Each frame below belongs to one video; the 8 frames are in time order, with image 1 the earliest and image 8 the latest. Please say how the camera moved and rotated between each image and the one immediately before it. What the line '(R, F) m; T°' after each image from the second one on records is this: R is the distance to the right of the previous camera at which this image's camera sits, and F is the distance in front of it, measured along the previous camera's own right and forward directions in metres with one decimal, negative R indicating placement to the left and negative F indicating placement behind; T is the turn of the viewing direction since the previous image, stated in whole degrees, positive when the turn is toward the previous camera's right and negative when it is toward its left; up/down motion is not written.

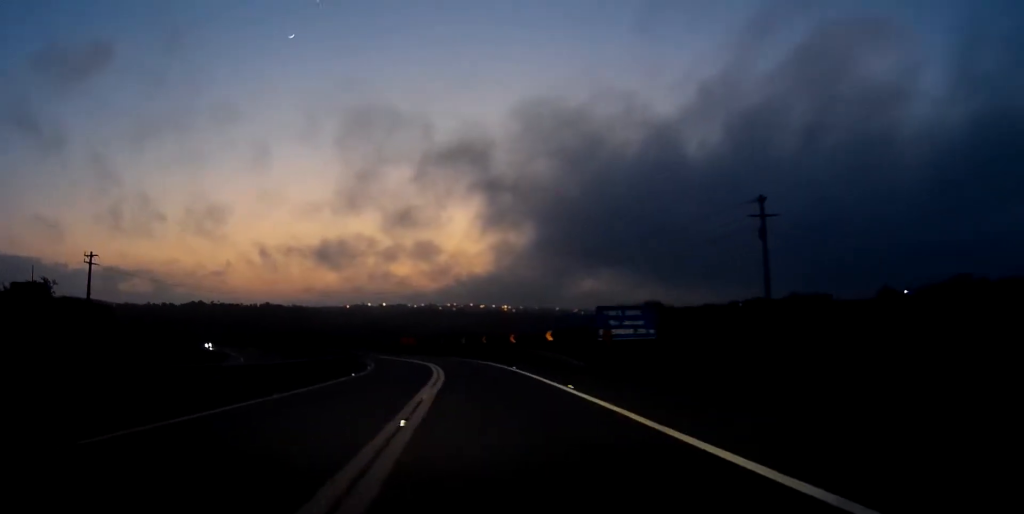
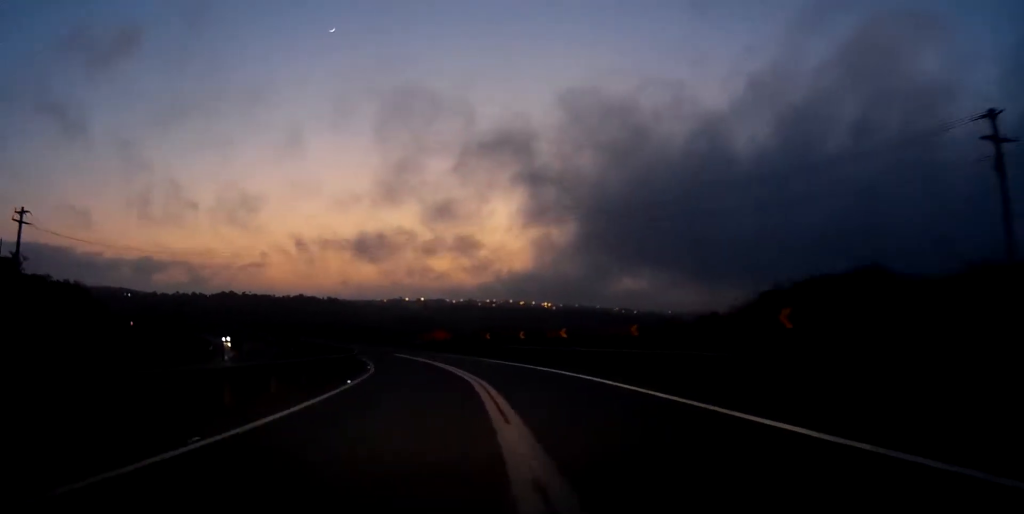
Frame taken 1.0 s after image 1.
(-0.7, +26.0) m; -3°
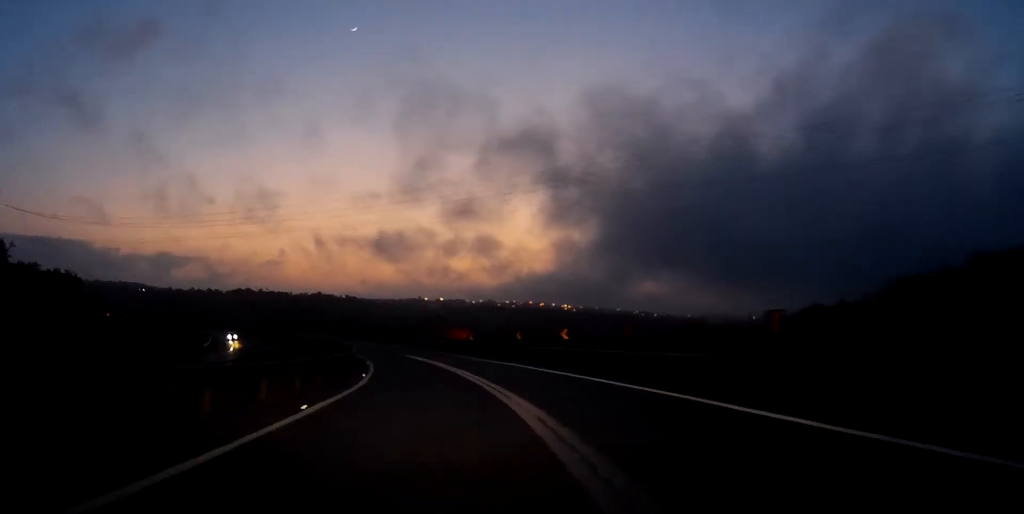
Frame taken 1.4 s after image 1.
(-0.1, +10.7) m; -2°
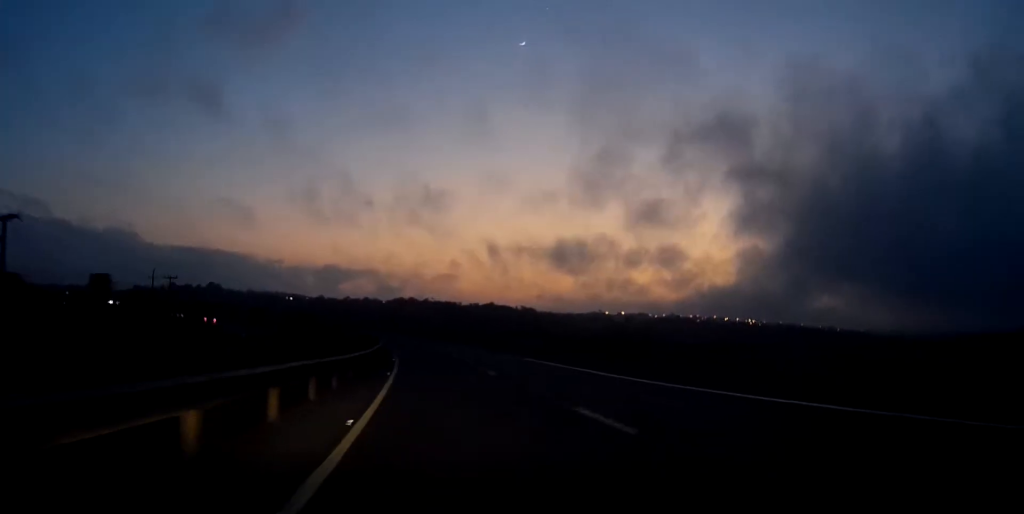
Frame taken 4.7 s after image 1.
(-10.5, +88.0) m; -13°
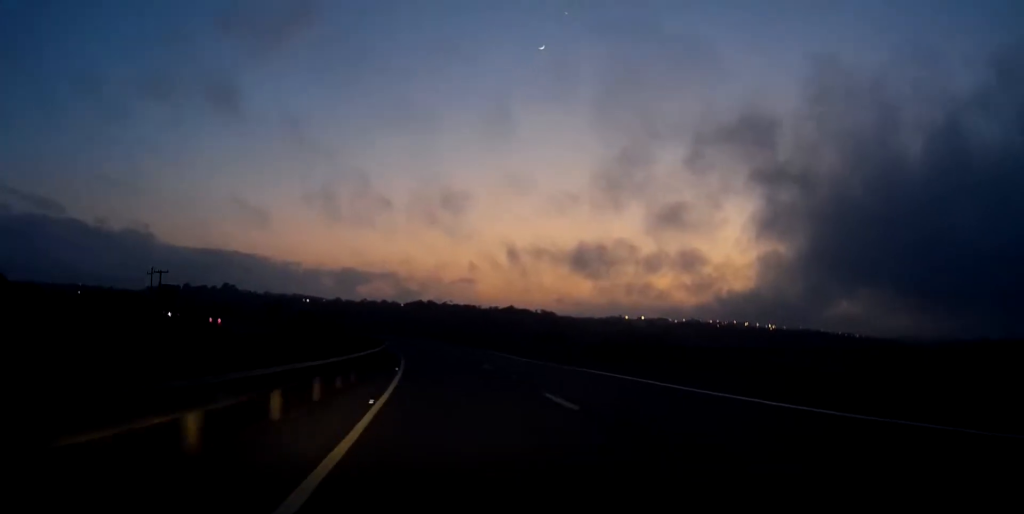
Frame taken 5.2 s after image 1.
(-0.2, +12.1) m; -1°
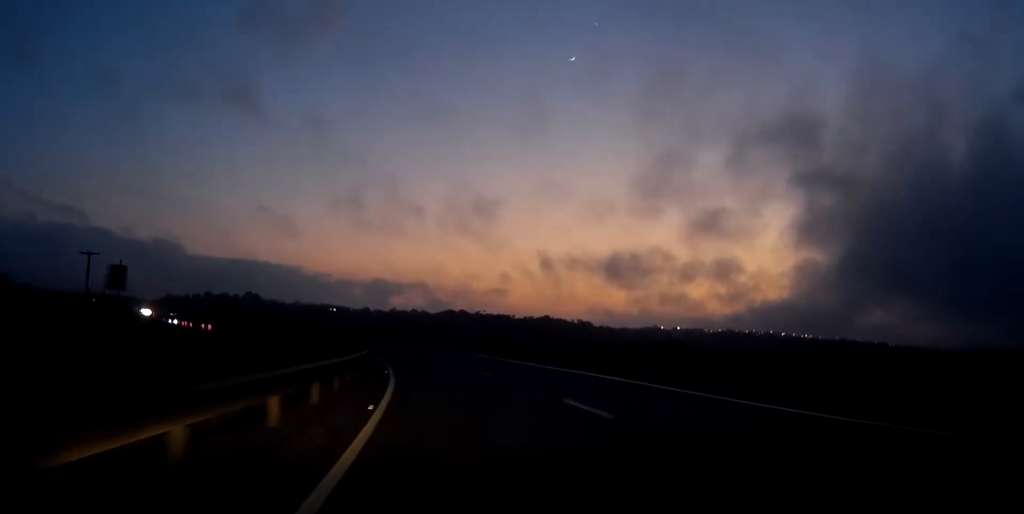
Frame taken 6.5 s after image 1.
(-1.0, +33.0) m; -3°
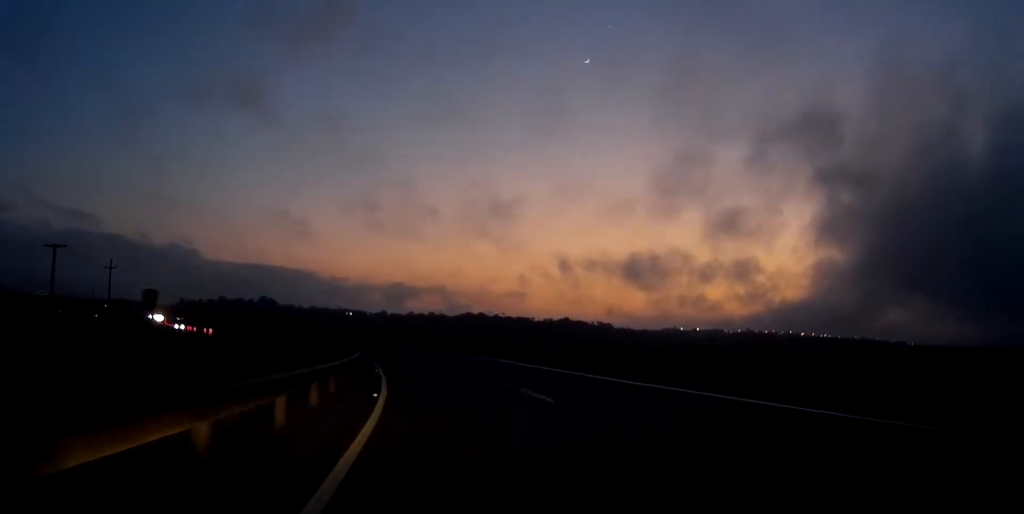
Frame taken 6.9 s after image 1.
(-0.1, +11.3) m; -1°
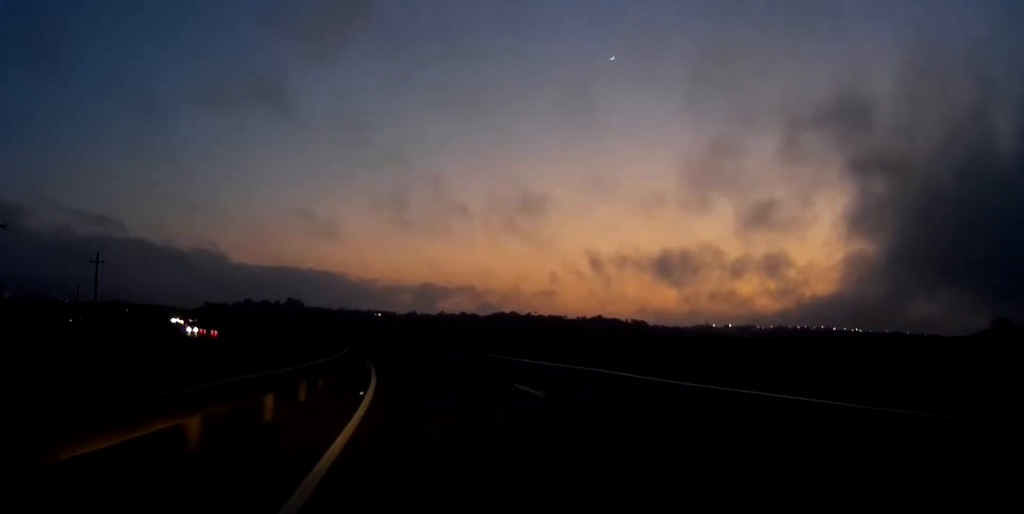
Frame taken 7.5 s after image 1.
(-0.1, +15.7) m; -2°
